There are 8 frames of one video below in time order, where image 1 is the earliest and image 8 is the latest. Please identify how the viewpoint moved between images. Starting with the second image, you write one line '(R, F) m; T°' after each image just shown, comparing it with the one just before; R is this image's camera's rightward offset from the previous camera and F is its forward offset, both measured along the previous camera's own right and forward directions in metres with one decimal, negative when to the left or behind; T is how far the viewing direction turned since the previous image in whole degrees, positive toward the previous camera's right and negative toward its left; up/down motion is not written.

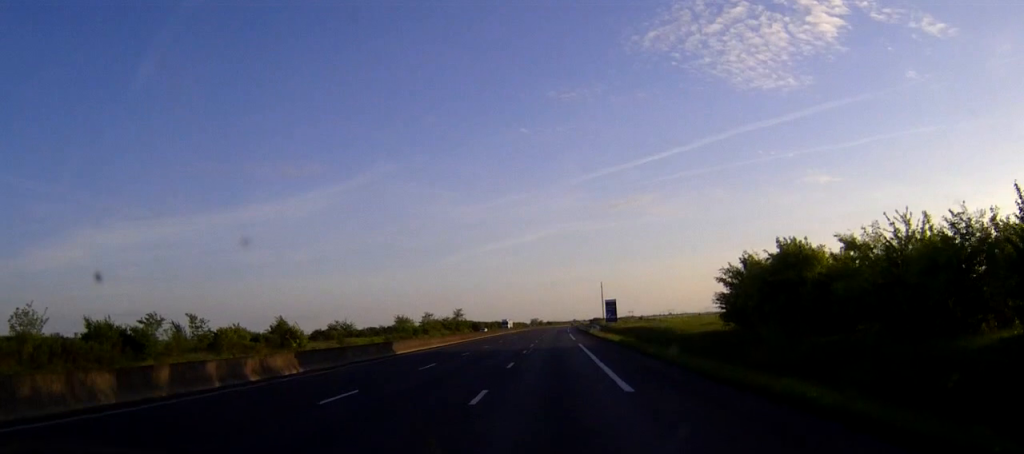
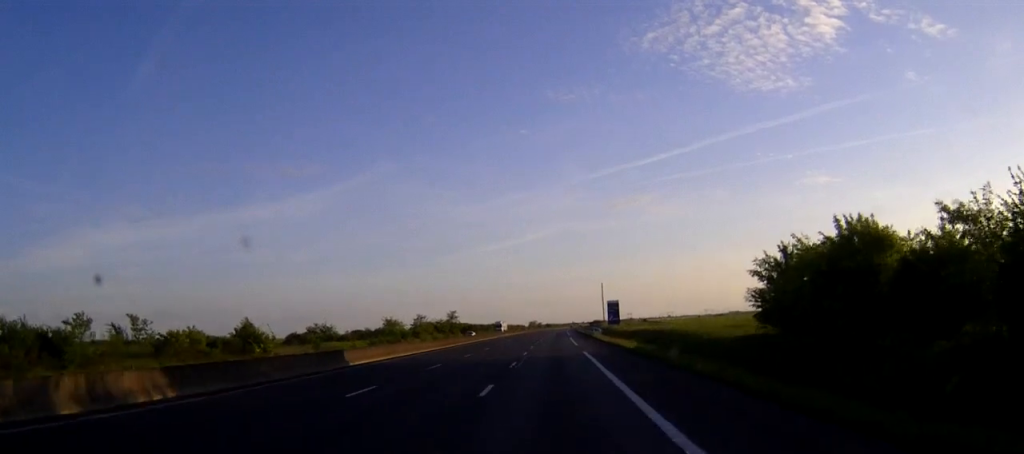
(0.0, +10.7) m; 0°
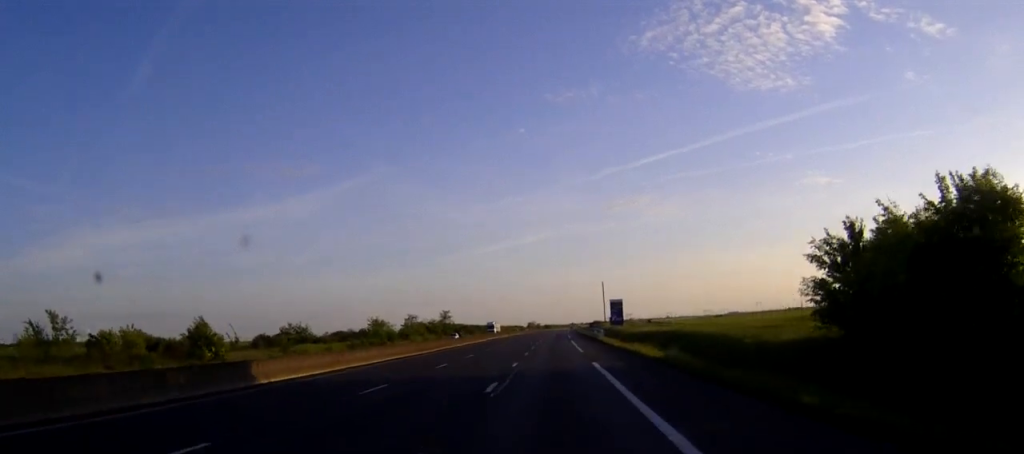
(0.0, +11.6) m; 0°
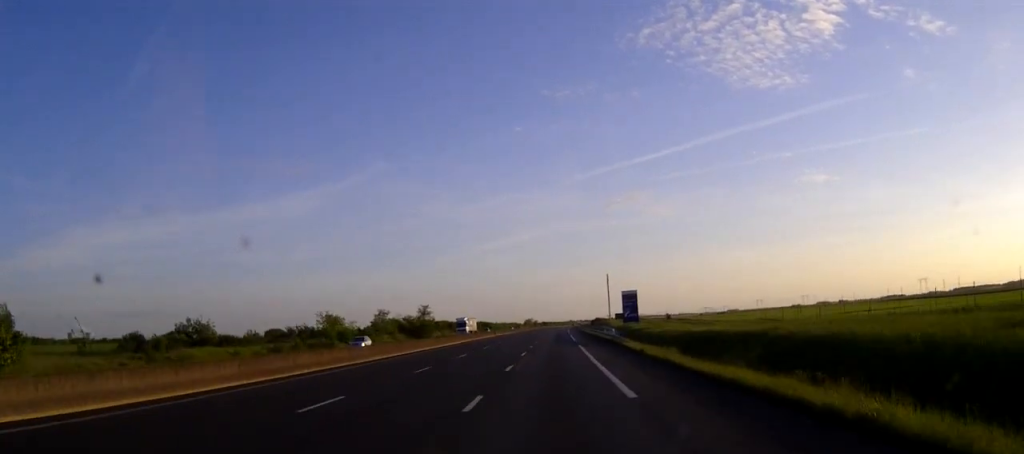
(+0.1, +31.1) m; 0°
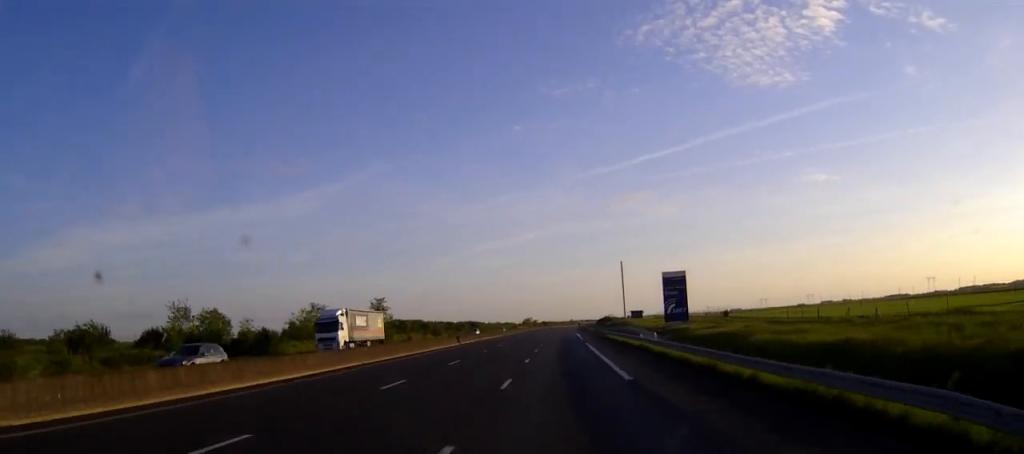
(-0.1, +46.9) m; 0°
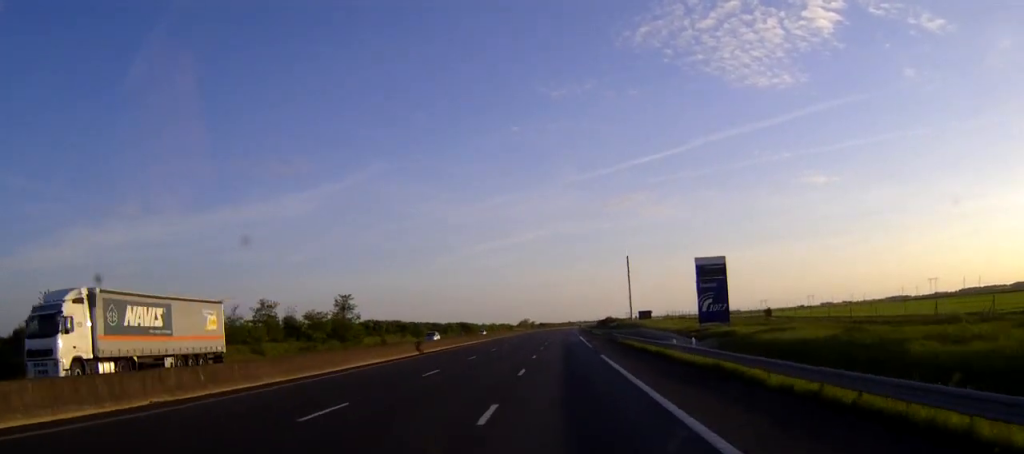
(0.0, +20.5) m; 0°
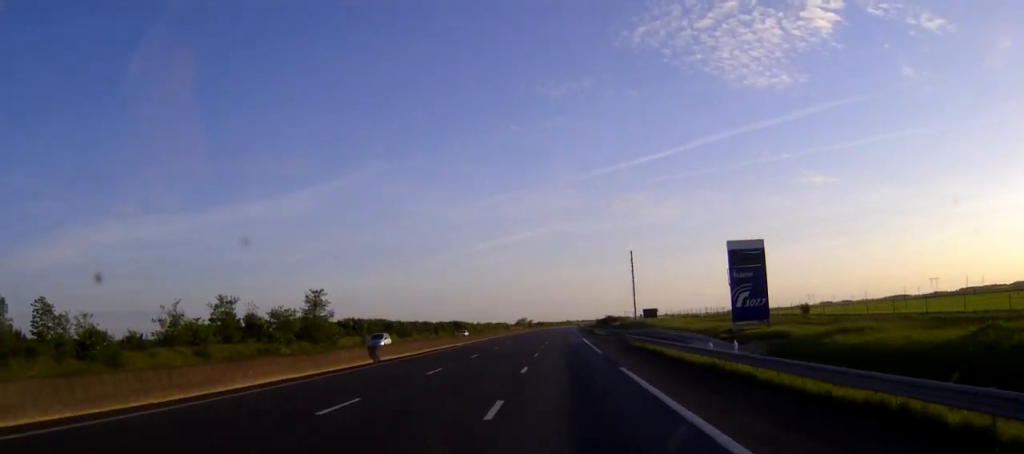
(0.0, +12.5) m; 0°
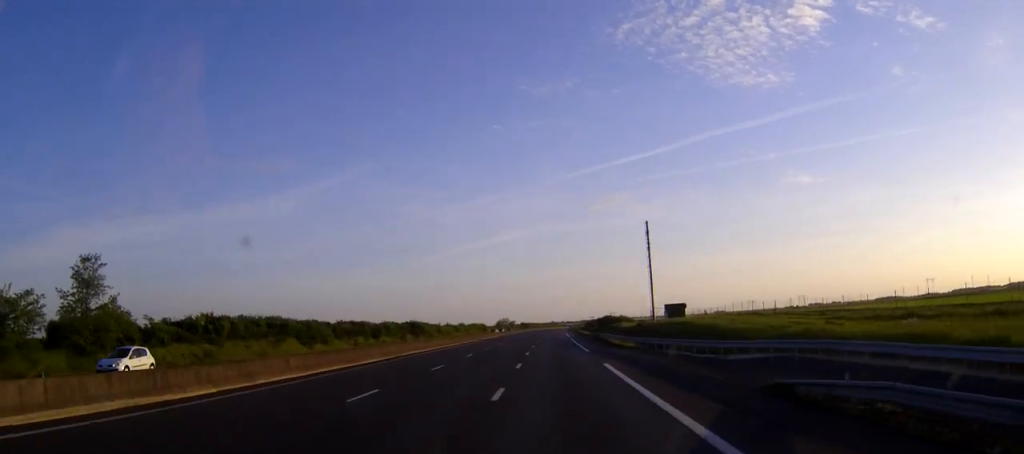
(+0.4, +48.8) m; +1°
